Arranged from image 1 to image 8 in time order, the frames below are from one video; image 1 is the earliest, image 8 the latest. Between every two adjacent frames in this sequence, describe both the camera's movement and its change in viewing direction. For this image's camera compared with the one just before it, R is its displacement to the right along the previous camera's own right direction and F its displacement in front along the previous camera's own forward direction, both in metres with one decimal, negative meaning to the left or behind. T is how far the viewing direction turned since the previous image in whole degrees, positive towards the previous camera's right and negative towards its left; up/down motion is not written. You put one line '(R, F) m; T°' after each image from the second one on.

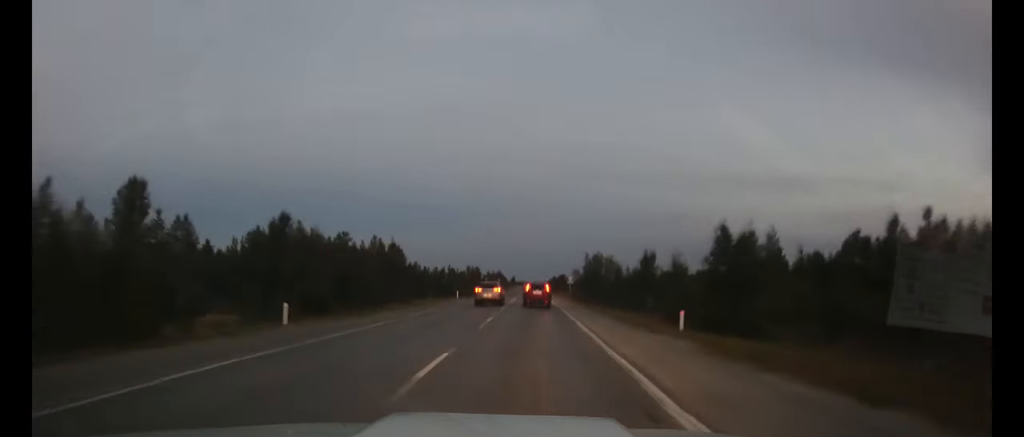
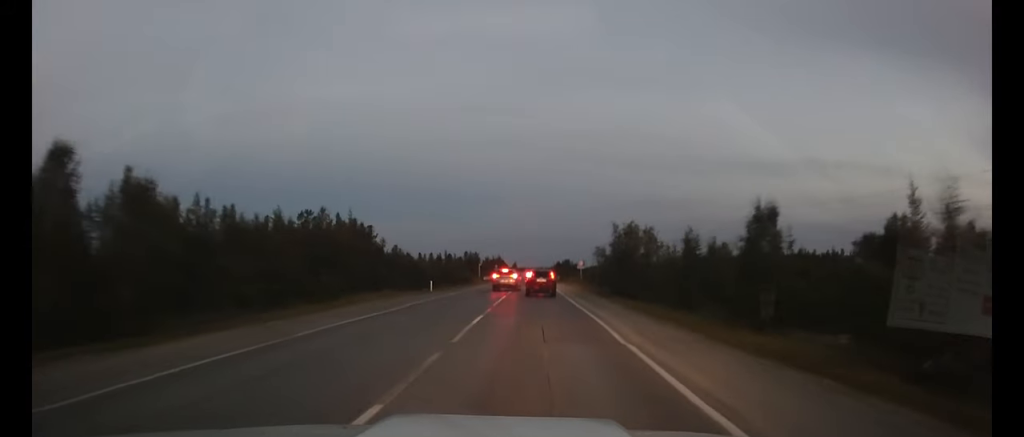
(-0.1, +19.0) m; 0°
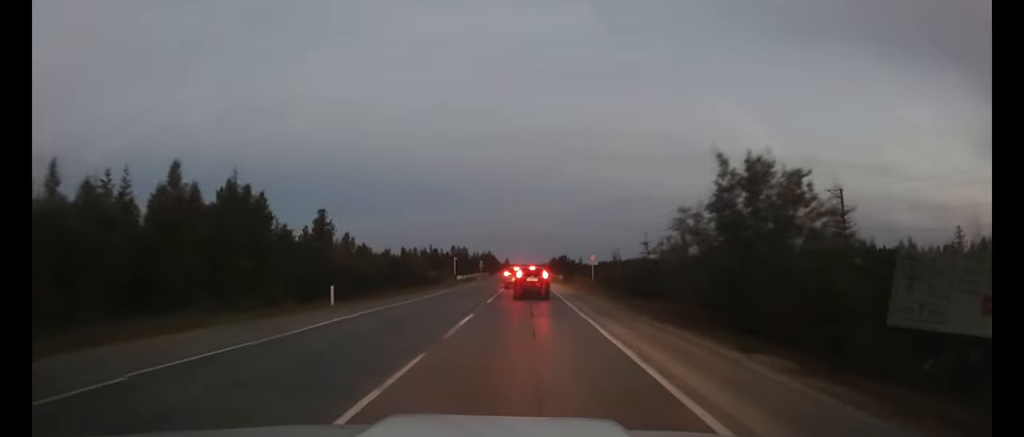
(0.0, +24.5) m; 0°
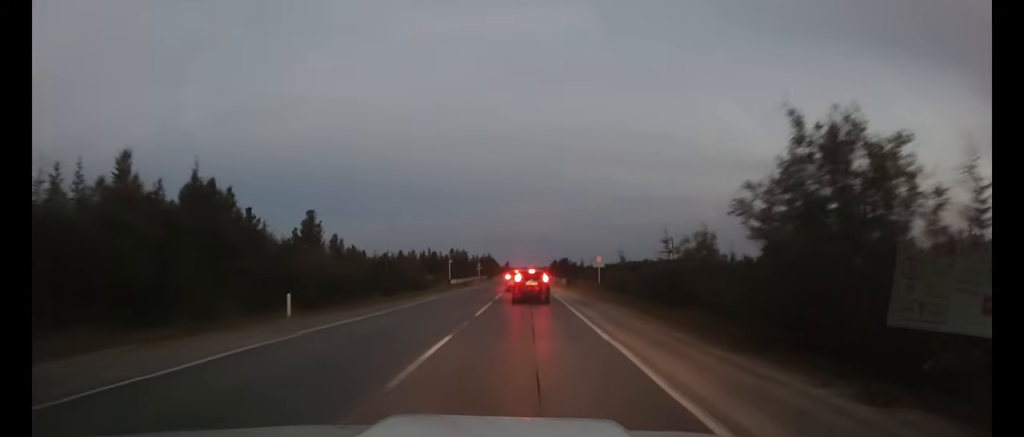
(0.0, +5.3) m; 0°
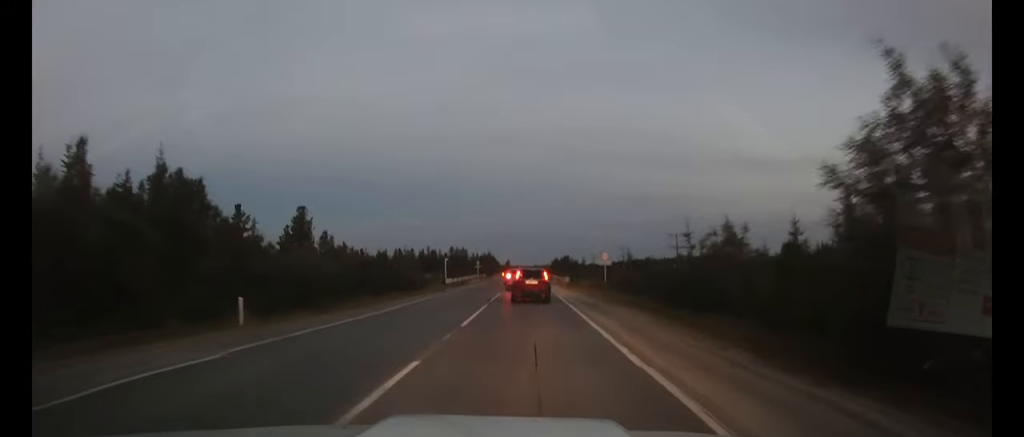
(0.0, +4.1) m; 0°
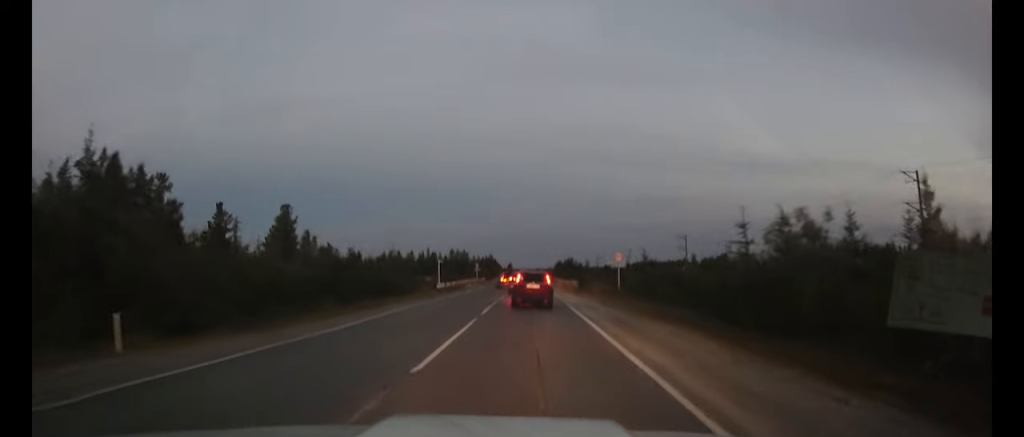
(0.0, +7.0) m; 0°
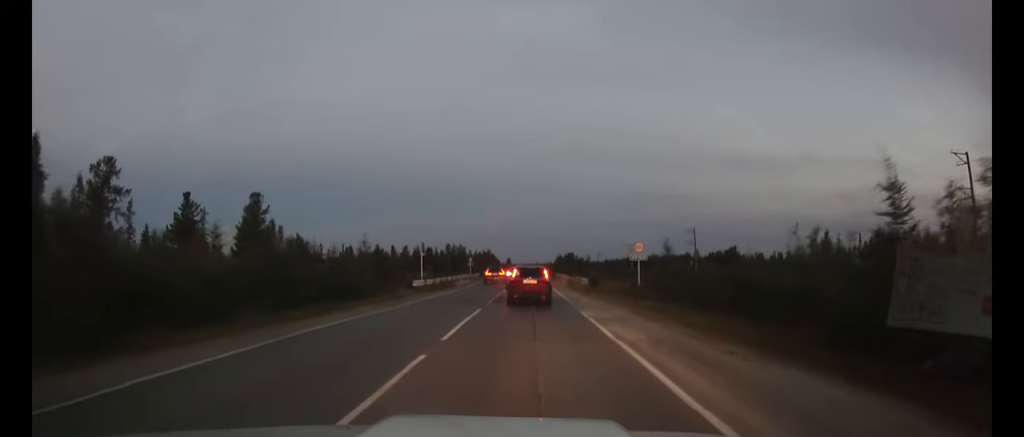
(0.0, +9.6) m; 0°
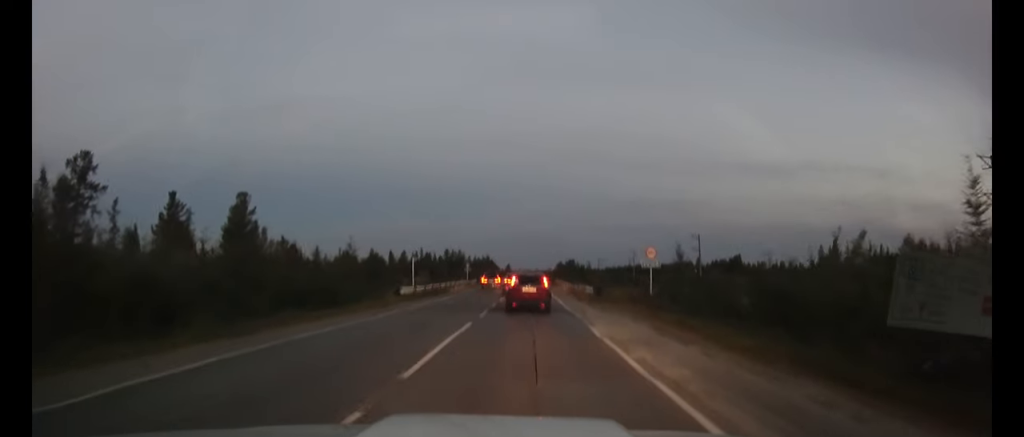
(0.0, +4.0) m; 0°
